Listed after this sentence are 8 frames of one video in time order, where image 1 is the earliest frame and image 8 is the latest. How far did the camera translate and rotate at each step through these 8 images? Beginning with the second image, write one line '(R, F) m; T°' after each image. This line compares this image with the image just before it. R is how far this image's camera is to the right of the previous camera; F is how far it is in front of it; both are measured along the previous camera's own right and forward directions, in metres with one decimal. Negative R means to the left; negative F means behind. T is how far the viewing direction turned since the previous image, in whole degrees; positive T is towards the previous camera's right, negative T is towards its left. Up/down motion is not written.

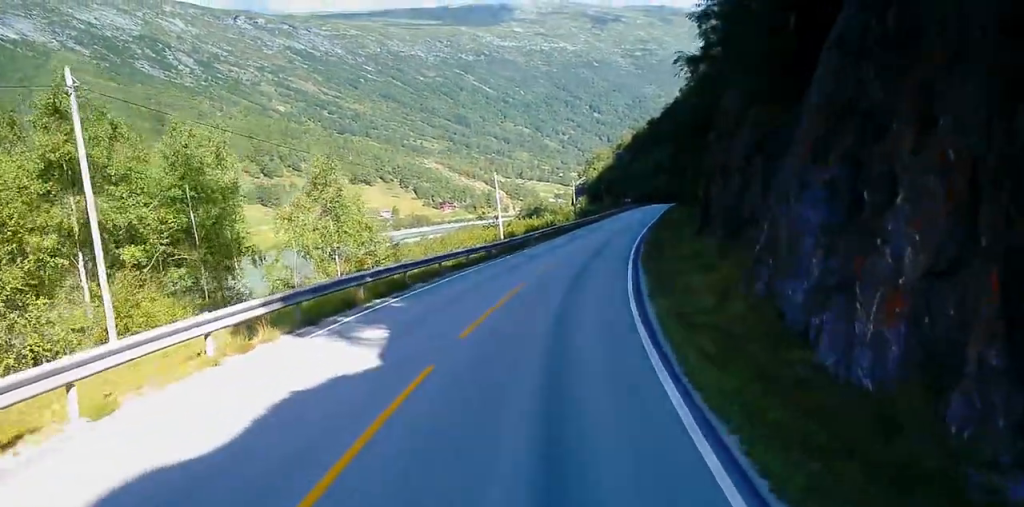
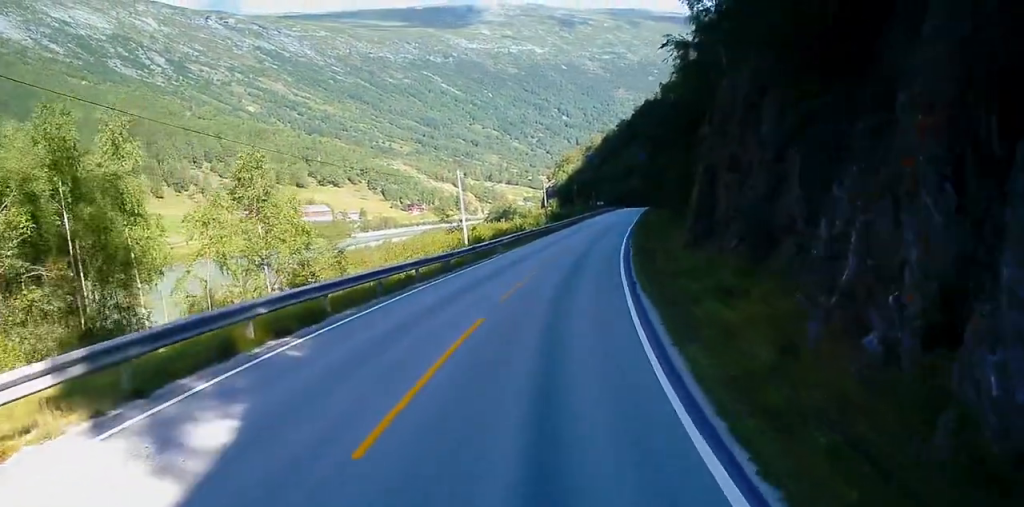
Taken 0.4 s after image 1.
(+0.1, +6.5) m; +3°
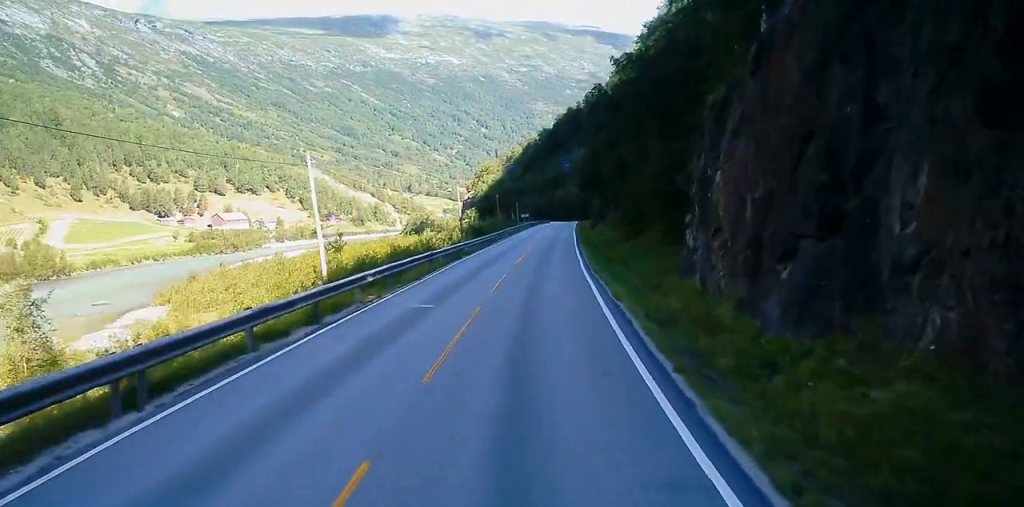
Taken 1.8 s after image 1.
(+1.1, +20.2) m; +5°
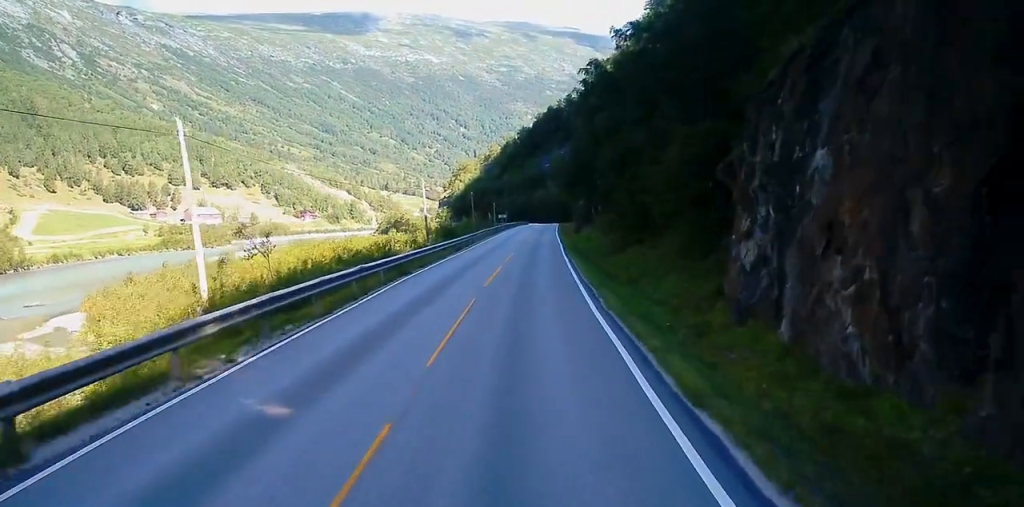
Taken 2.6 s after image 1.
(+0.2, +10.6) m; +1°
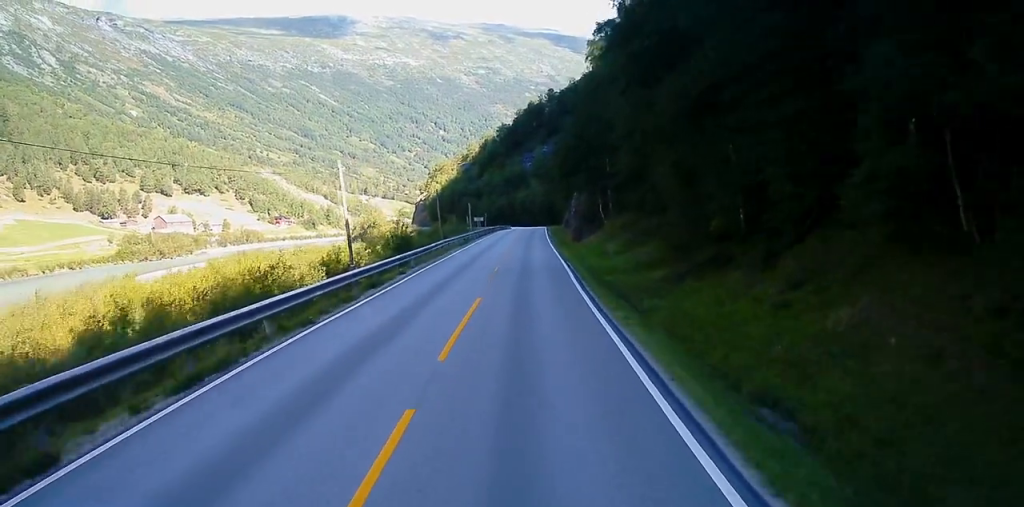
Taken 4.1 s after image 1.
(+0.2, +23.4) m; +1°
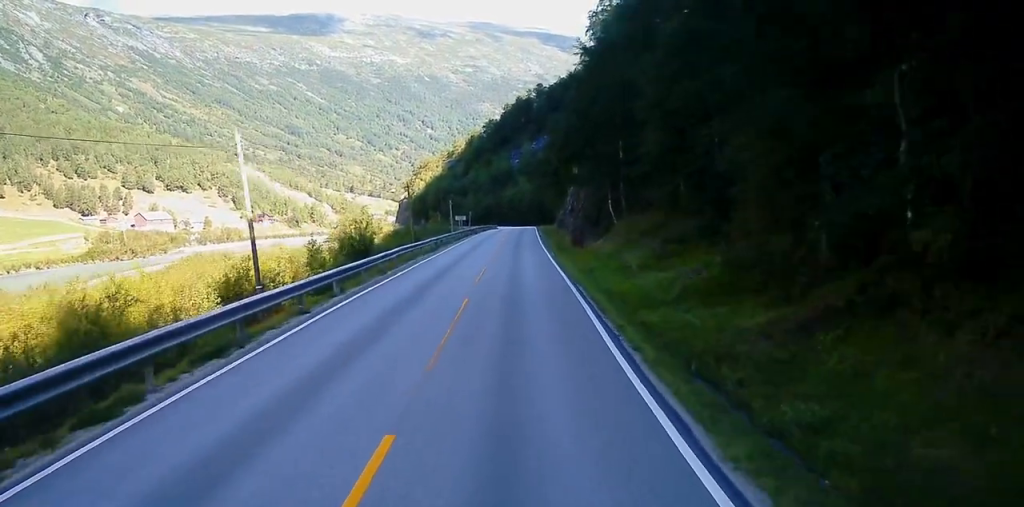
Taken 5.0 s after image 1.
(+0.1, +13.0) m; 0°
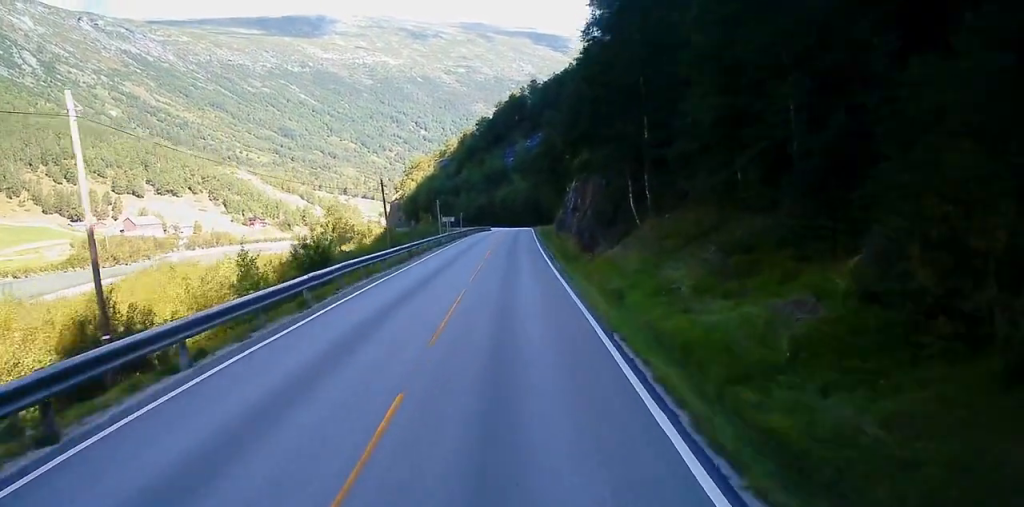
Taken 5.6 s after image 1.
(0.0, +10.5) m; 0°
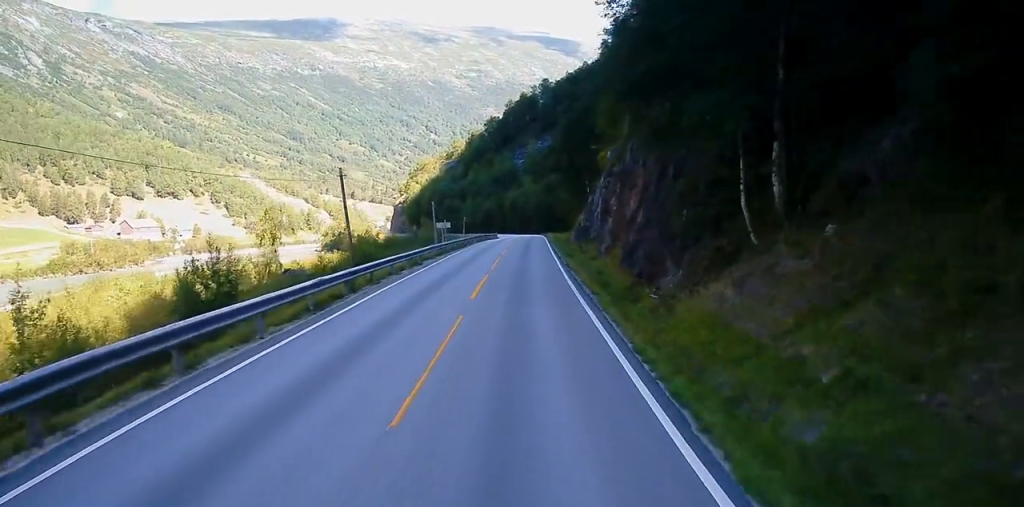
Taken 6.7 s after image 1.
(0.0, +16.4) m; 0°
